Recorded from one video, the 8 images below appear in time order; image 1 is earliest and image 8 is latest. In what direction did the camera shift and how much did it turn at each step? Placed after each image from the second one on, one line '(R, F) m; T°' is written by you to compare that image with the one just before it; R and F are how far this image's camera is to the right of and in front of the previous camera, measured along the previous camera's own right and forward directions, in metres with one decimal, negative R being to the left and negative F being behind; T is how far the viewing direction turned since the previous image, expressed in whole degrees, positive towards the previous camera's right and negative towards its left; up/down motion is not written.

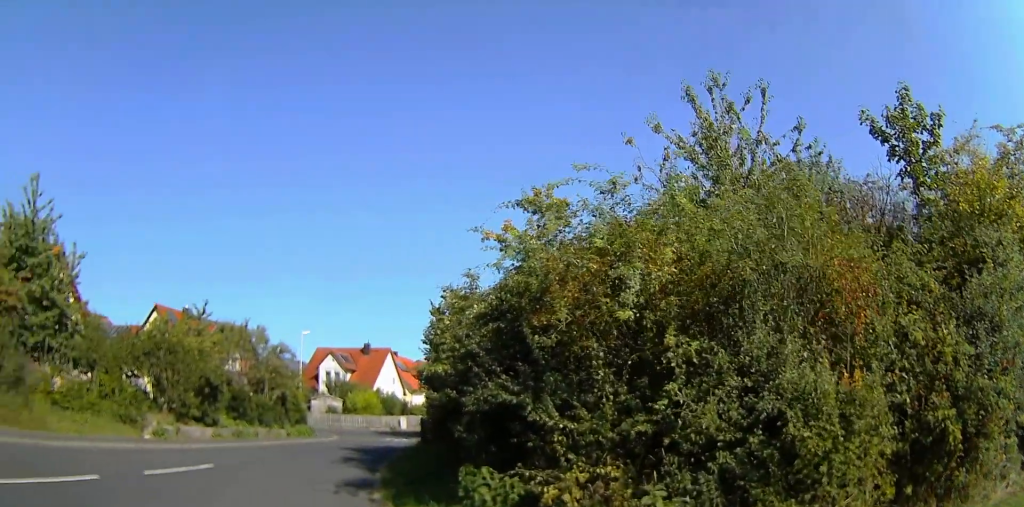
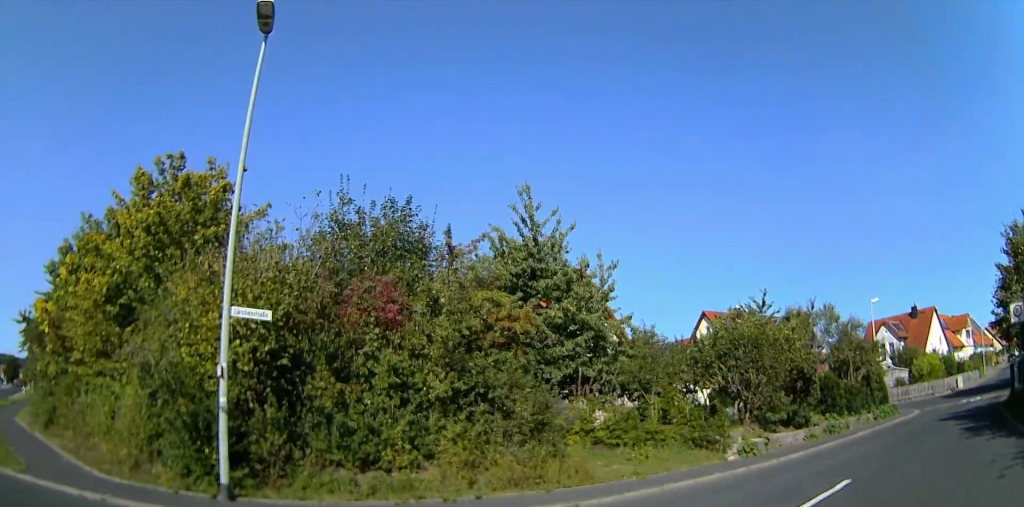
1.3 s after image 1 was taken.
(-1.8, +2.9) m; -53°
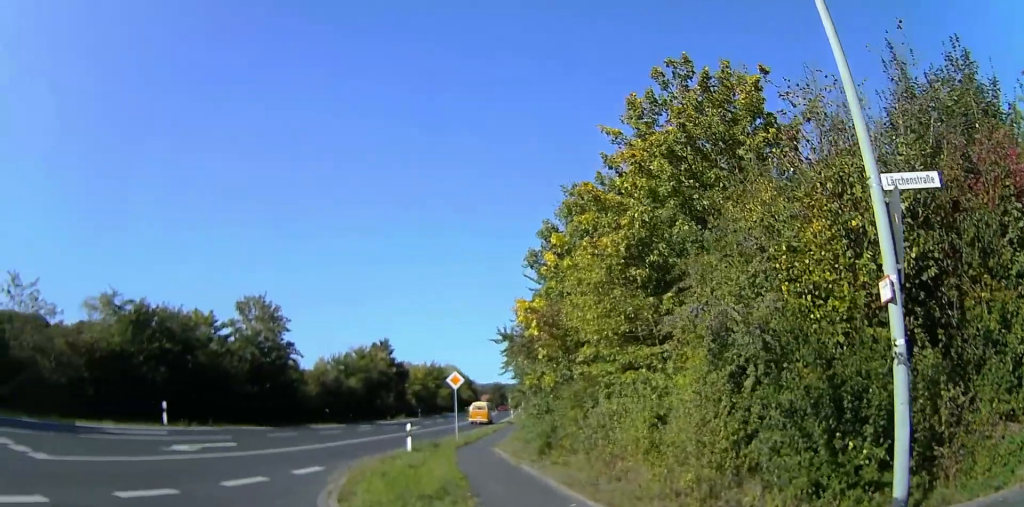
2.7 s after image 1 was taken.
(-1.0, +2.9) m; -57°
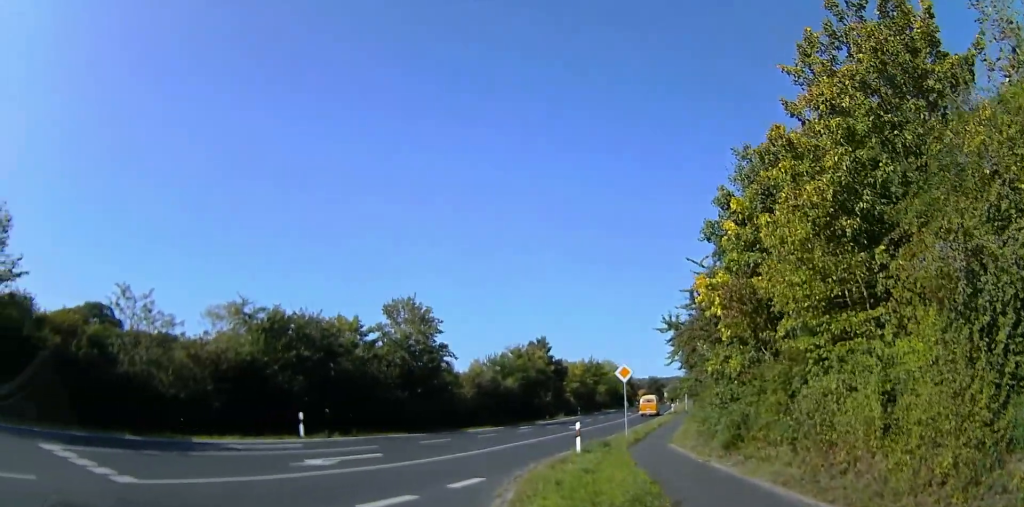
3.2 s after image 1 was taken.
(-0.5, +1.3) m; -19°
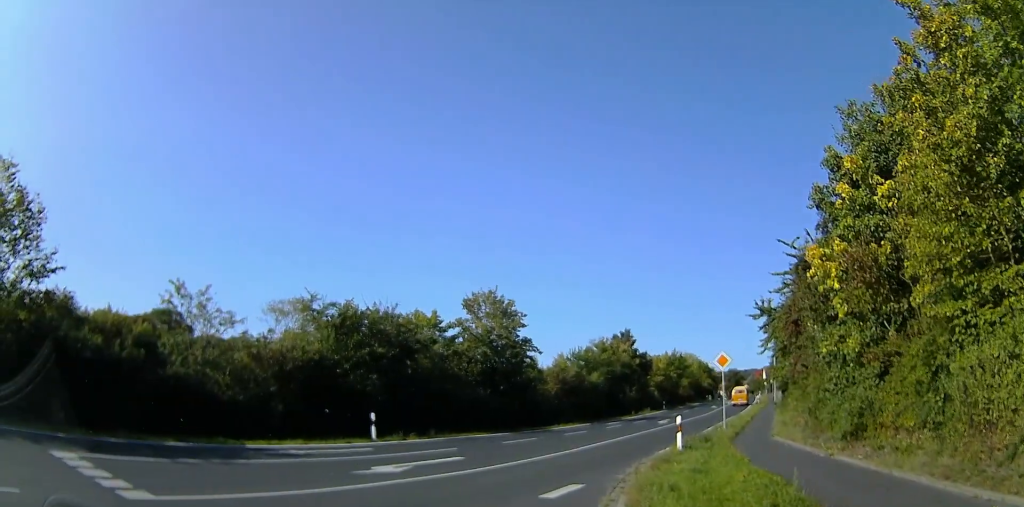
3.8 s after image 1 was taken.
(-0.5, +1.7) m; -16°
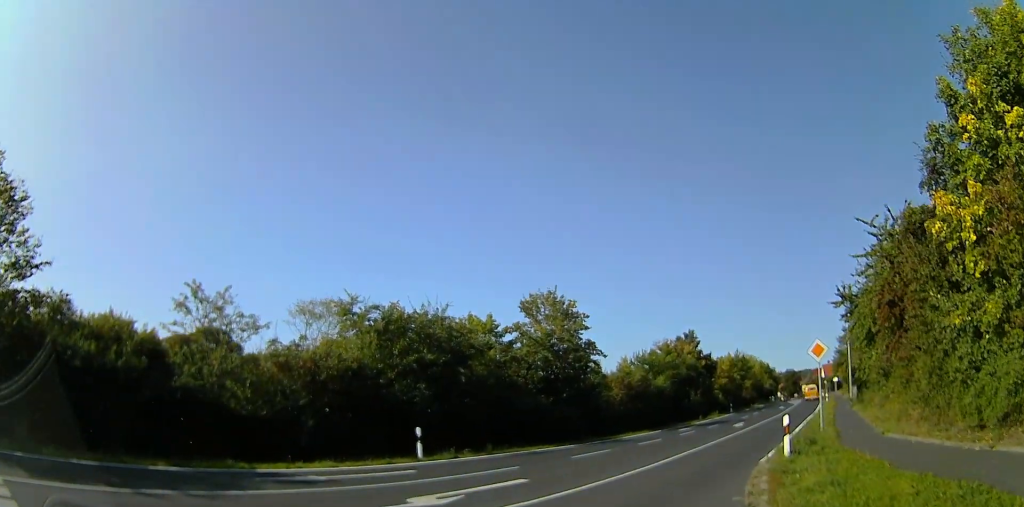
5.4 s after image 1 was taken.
(0.0, +4.9) m; 0°
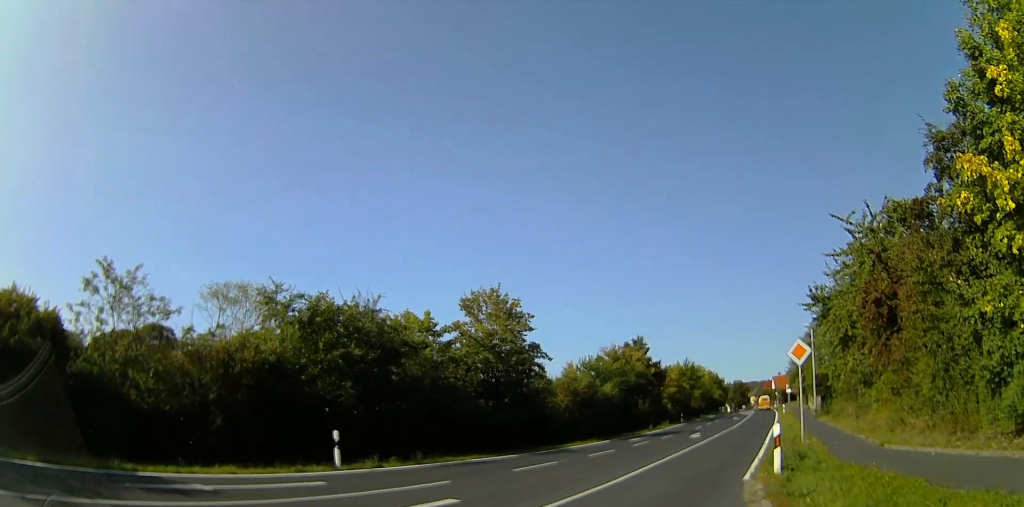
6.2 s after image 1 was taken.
(0.0, +2.7) m; 0°
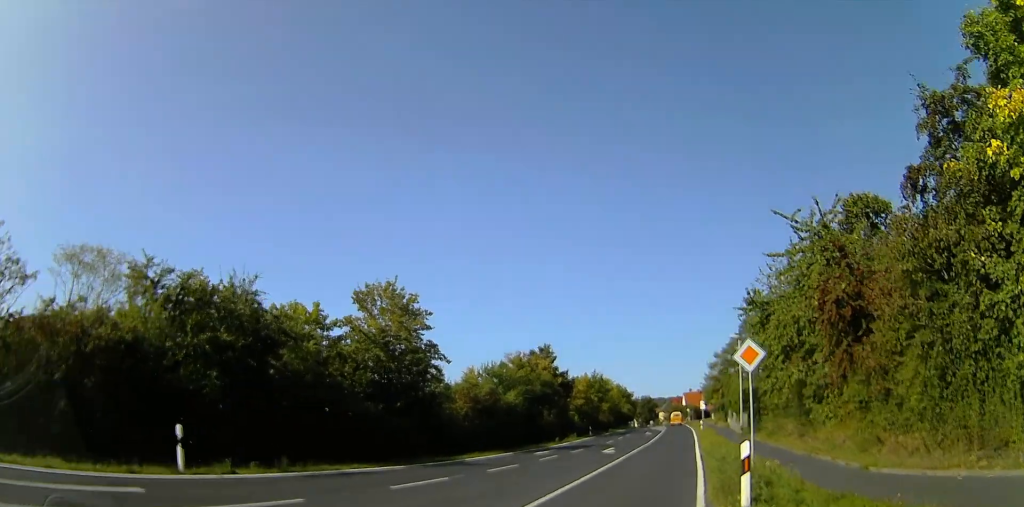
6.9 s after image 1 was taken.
(0.0, +2.3) m; 0°
